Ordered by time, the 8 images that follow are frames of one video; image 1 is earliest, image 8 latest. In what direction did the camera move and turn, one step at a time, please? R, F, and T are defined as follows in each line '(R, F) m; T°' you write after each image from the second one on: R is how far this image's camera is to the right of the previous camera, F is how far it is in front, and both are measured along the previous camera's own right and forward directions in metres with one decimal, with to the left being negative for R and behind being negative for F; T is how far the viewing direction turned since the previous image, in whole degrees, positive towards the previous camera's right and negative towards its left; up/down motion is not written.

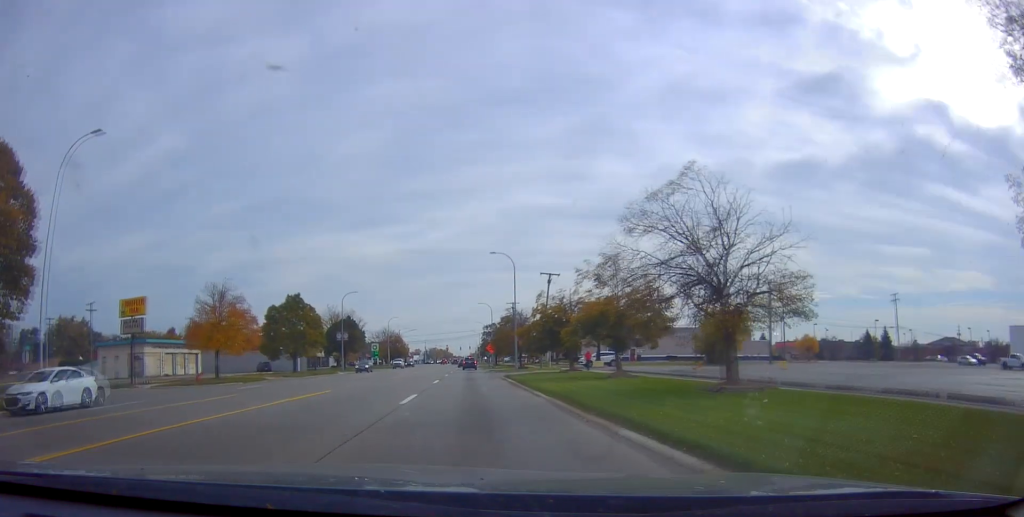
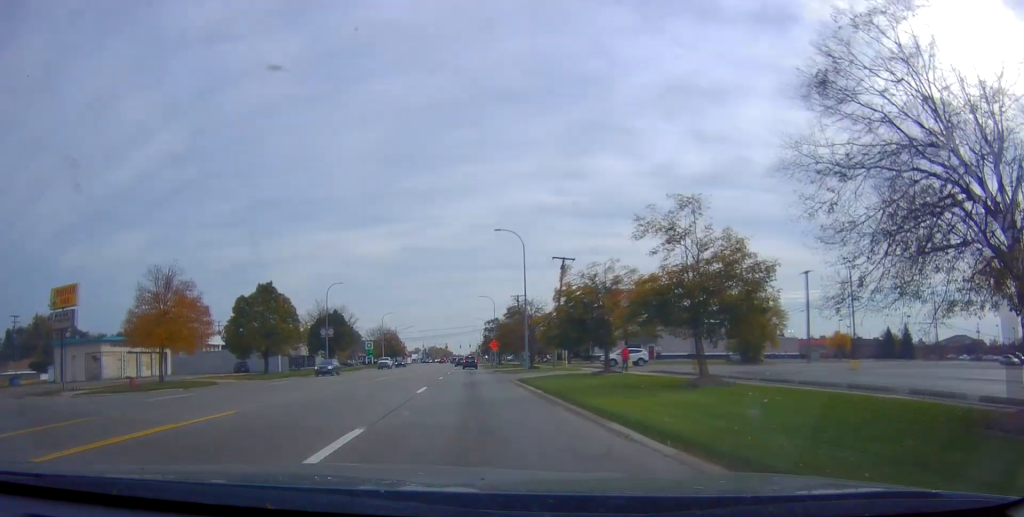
(-0.1, +10.4) m; -1°
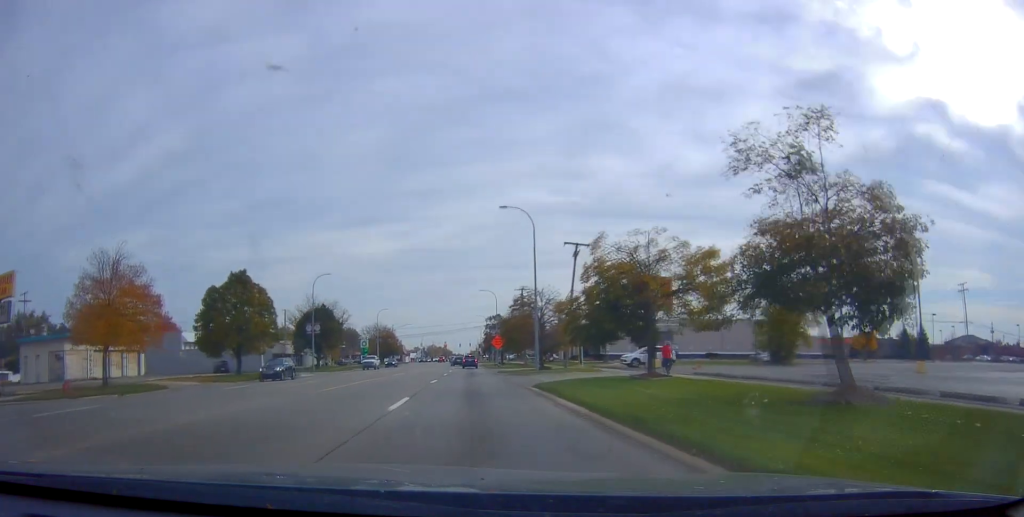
(-0.3, +7.5) m; 0°
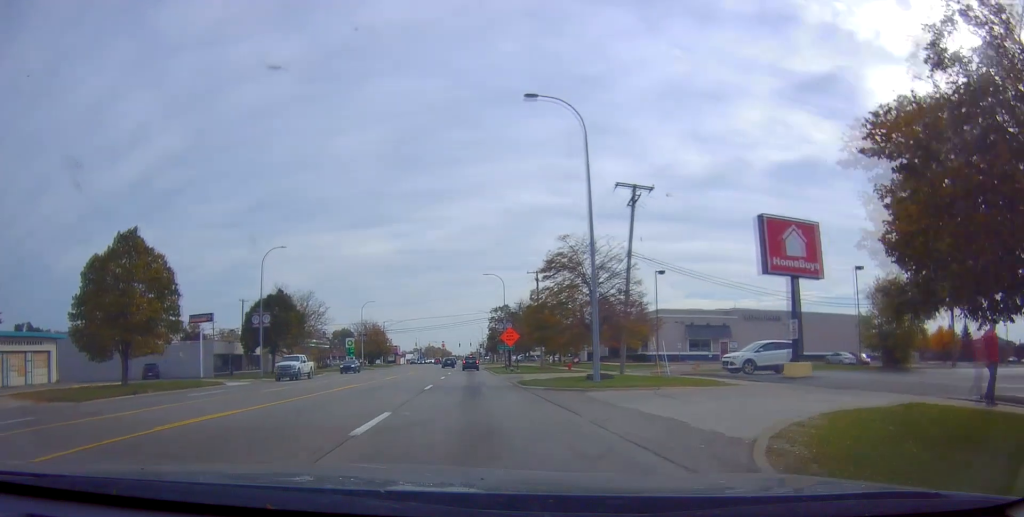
(+0.6, +19.7) m; +2°
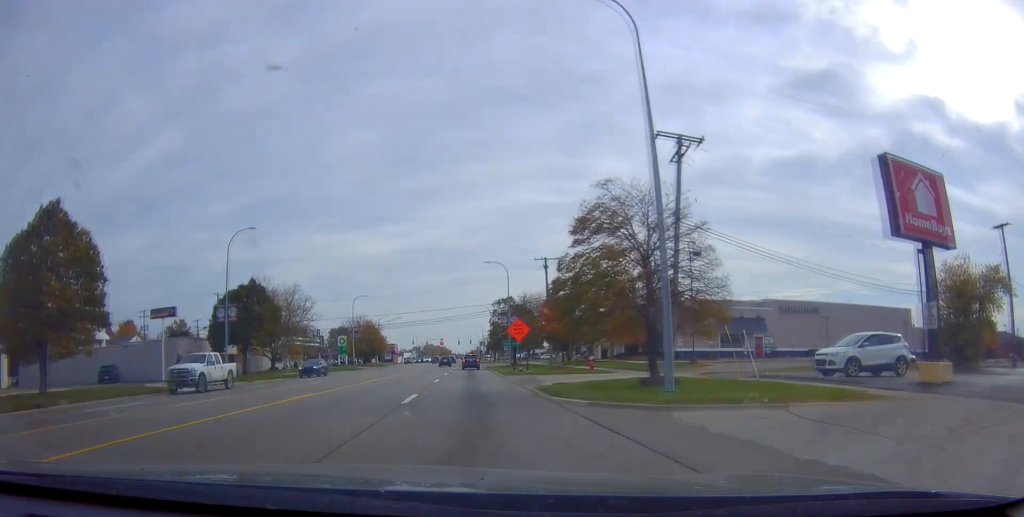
(+0.1, +8.7) m; -2°
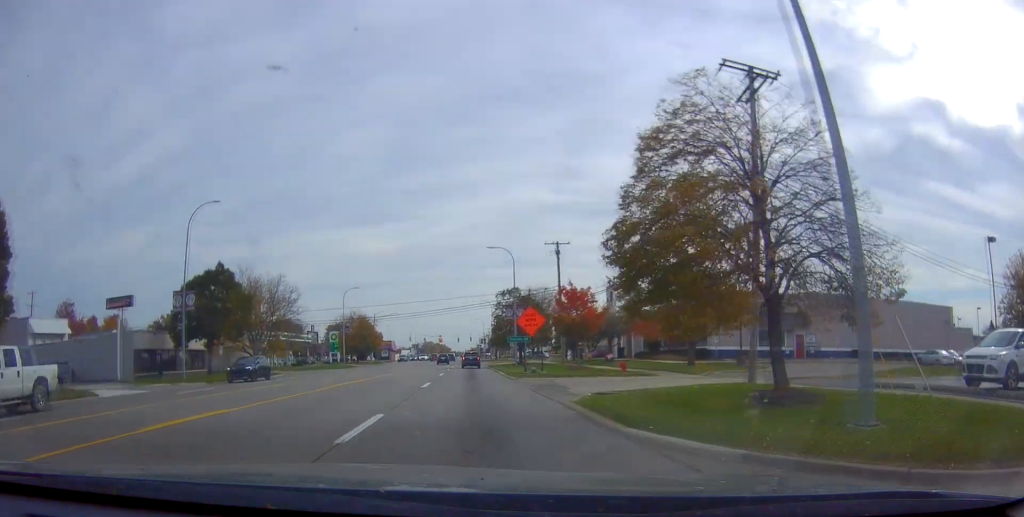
(-0.4, +7.9) m; 0°
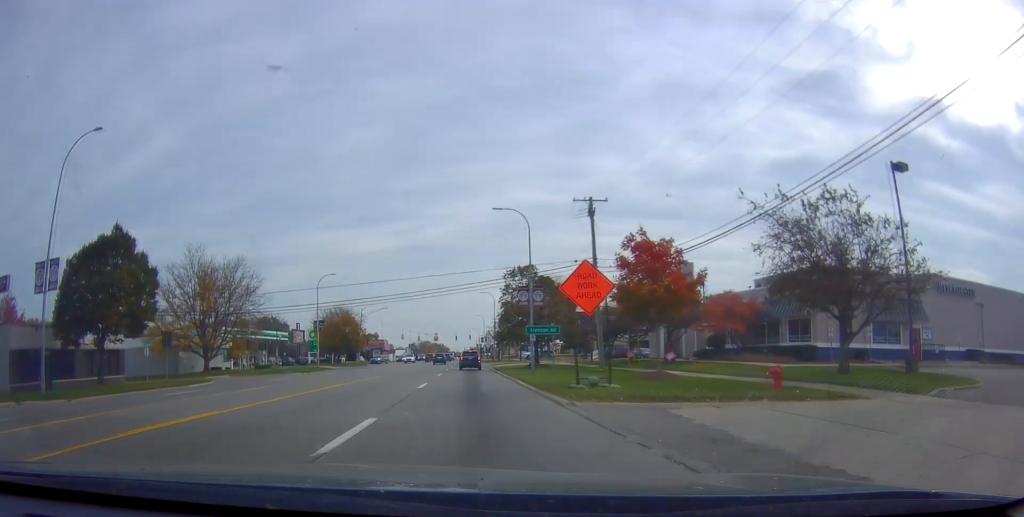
(+0.3, +16.0) m; +2°
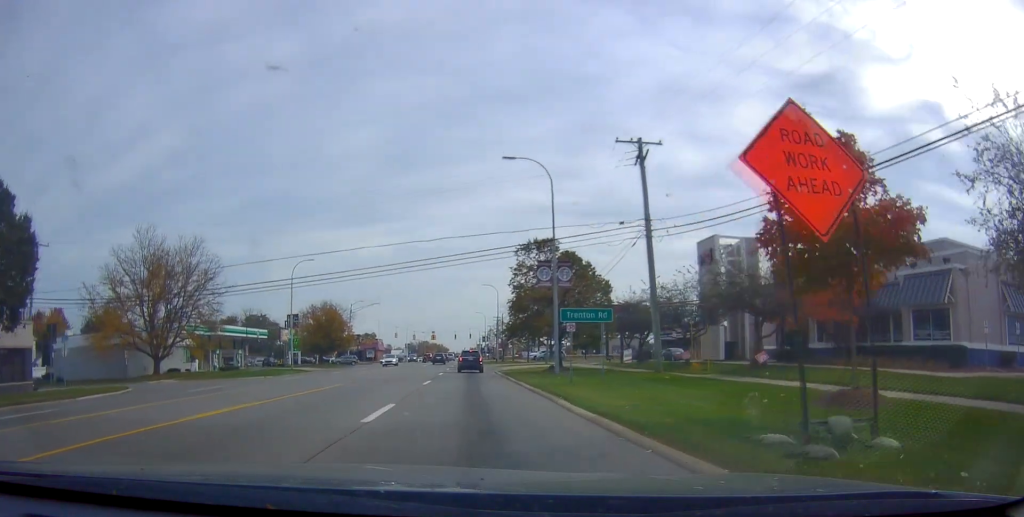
(0.0, +11.7) m; 0°
